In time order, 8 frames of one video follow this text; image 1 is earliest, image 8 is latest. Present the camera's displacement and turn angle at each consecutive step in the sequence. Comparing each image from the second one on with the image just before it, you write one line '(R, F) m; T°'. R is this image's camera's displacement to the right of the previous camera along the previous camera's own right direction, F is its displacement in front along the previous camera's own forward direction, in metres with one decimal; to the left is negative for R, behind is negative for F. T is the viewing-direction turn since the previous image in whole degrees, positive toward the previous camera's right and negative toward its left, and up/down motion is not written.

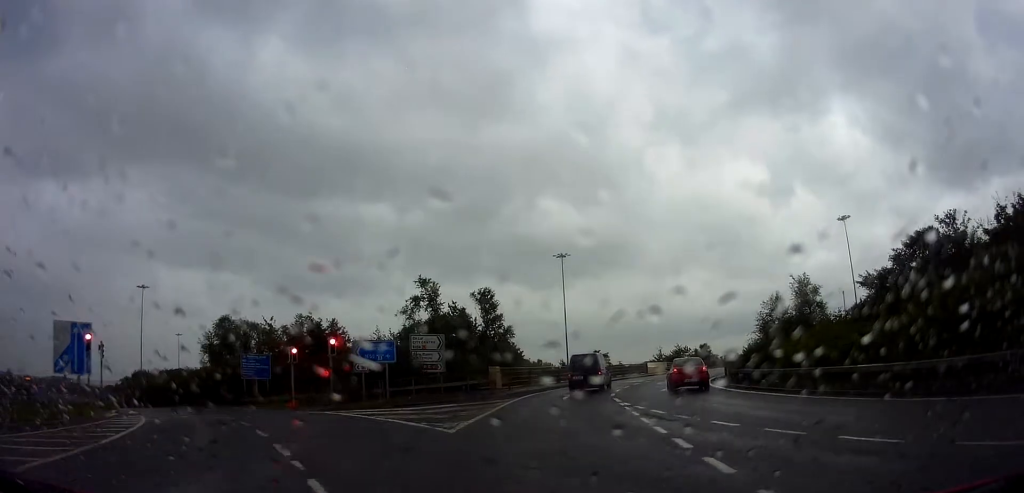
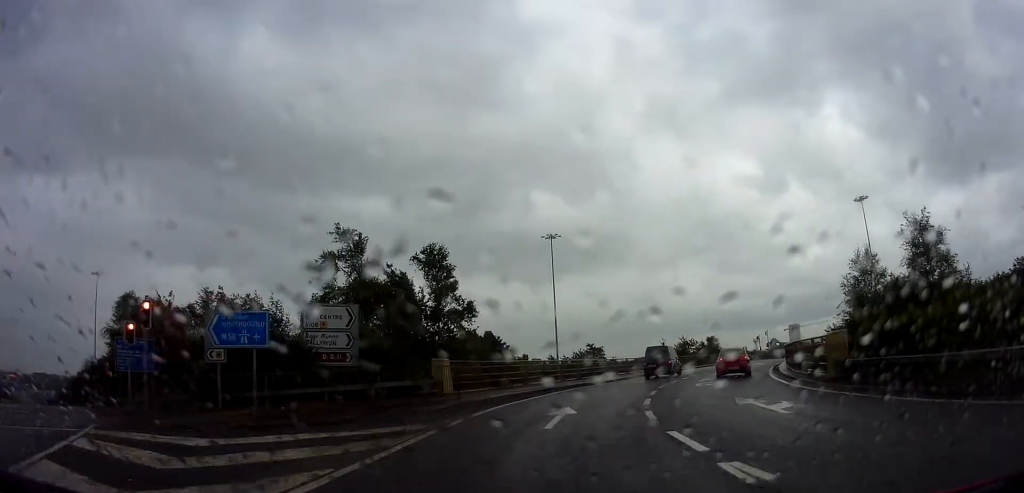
(-0.2, +12.0) m; 0°
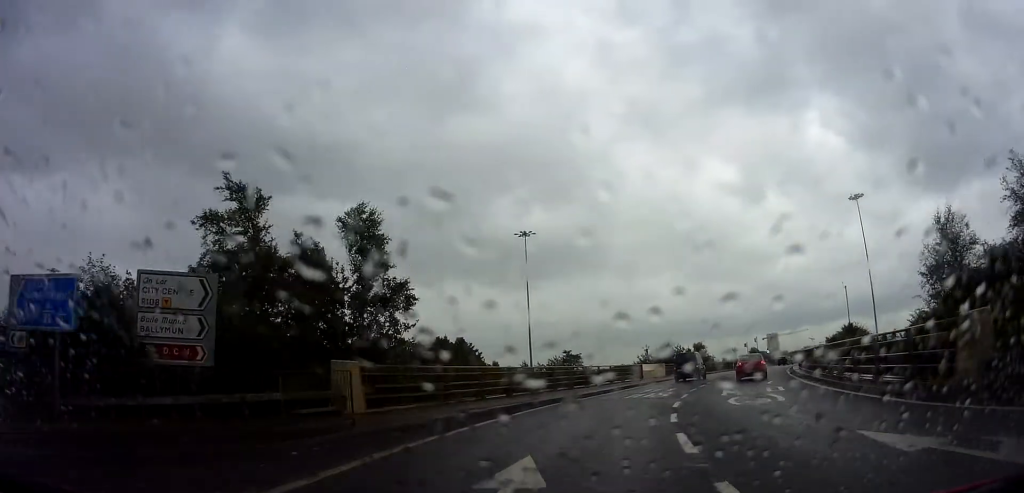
(+0.2, +7.7) m; +4°
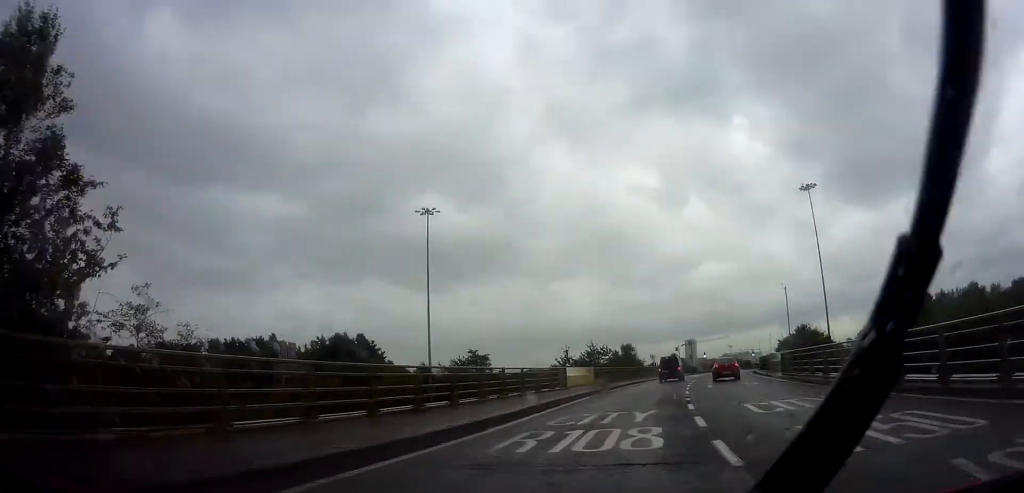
(+0.9, +13.0) m; +9°
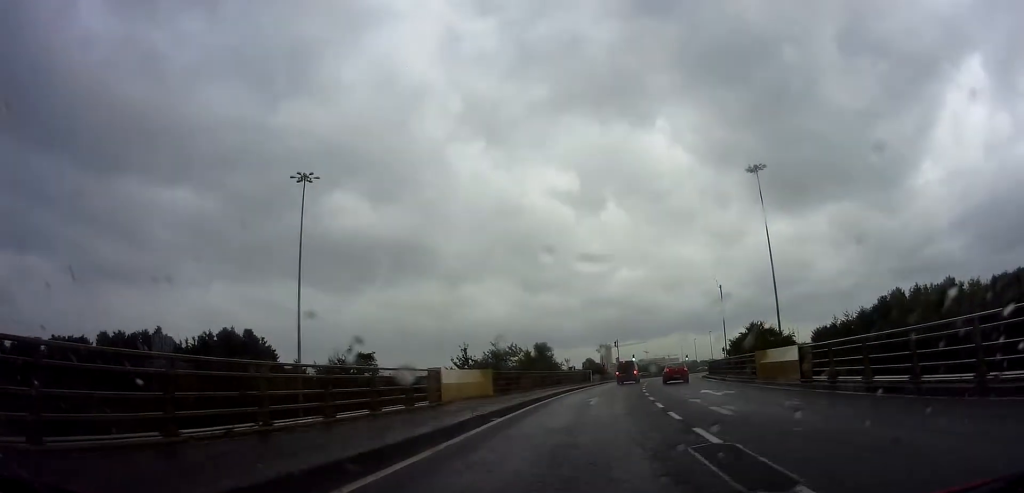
(+1.3, +14.0) m; +7°
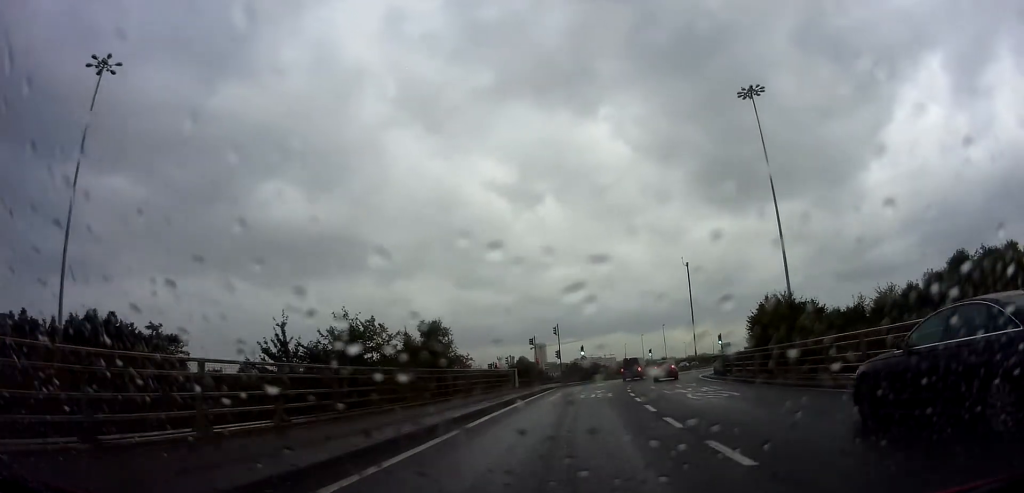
(+1.4, +25.6) m; +7°
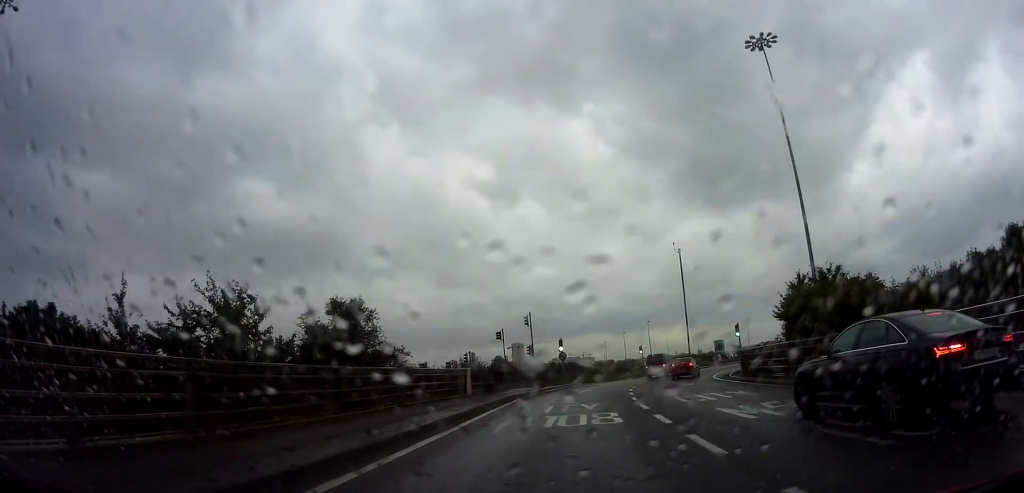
(+0.4, +11.0) m; +2°
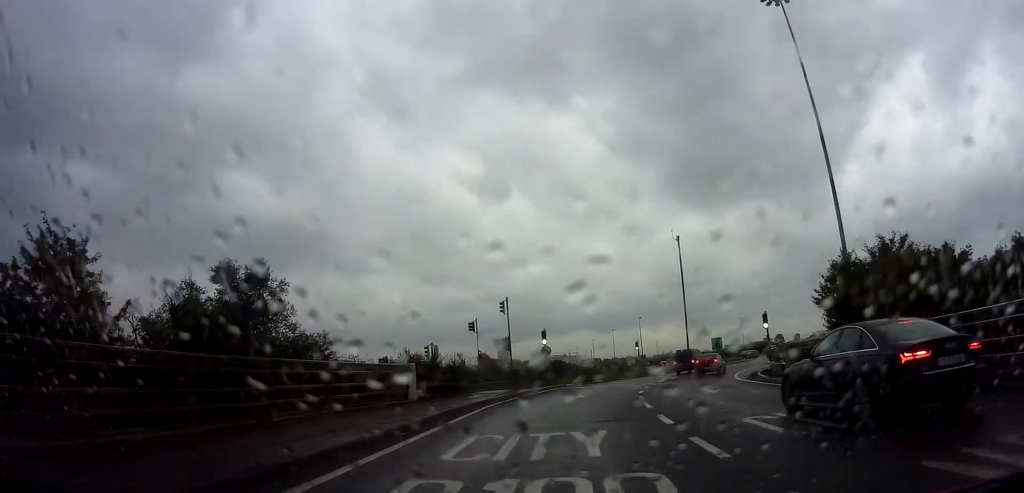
(+0.1, +7.9) m; +2°
